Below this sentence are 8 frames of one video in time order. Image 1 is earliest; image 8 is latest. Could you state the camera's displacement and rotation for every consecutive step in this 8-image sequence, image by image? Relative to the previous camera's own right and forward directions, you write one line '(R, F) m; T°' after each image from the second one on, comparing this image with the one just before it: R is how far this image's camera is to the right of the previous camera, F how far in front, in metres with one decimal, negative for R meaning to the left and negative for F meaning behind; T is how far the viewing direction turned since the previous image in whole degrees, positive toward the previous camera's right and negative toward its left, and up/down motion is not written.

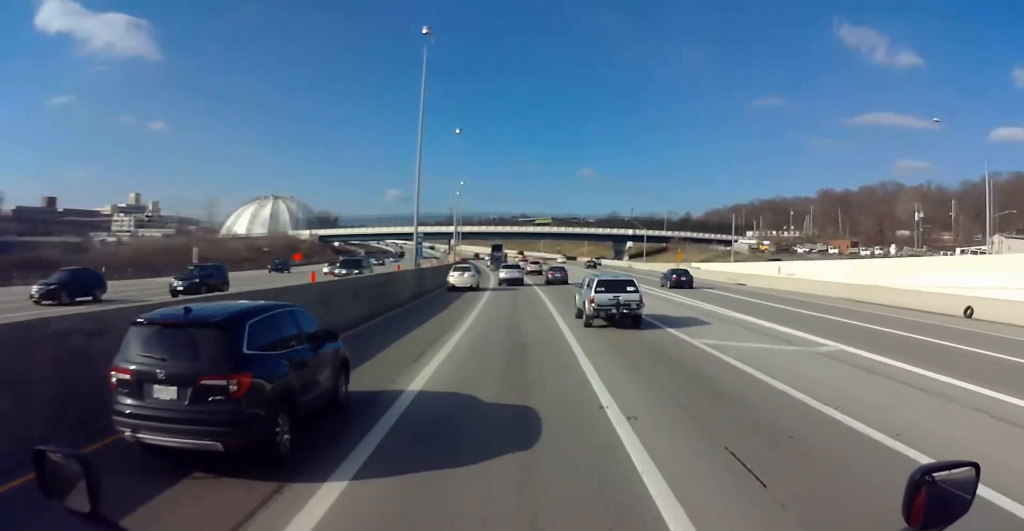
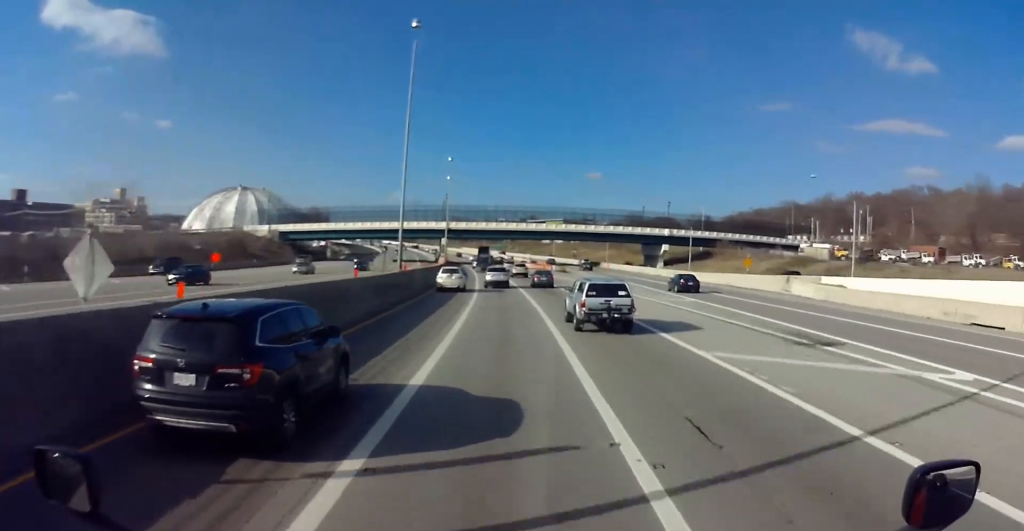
(-0.3, +39.1) m; 0°
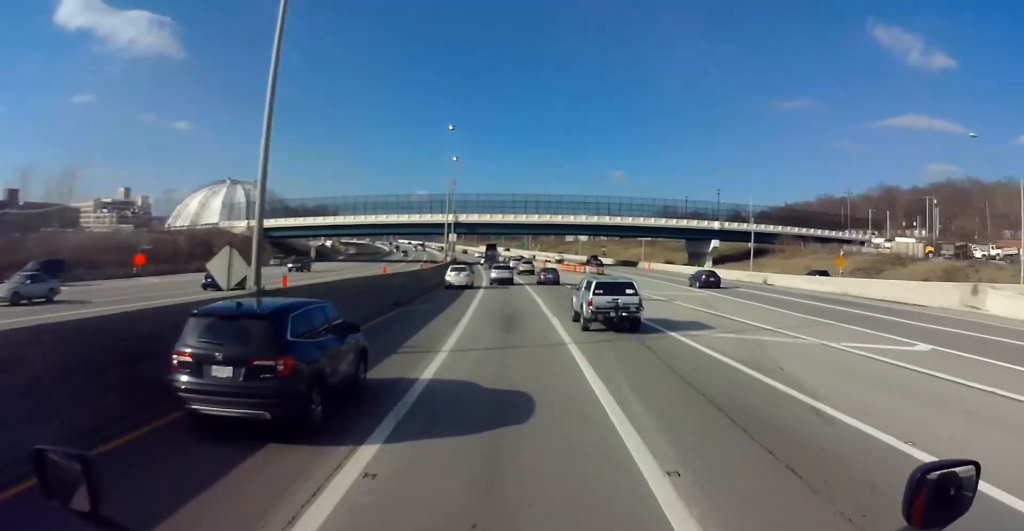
(0.0, +24.6) m; 0°
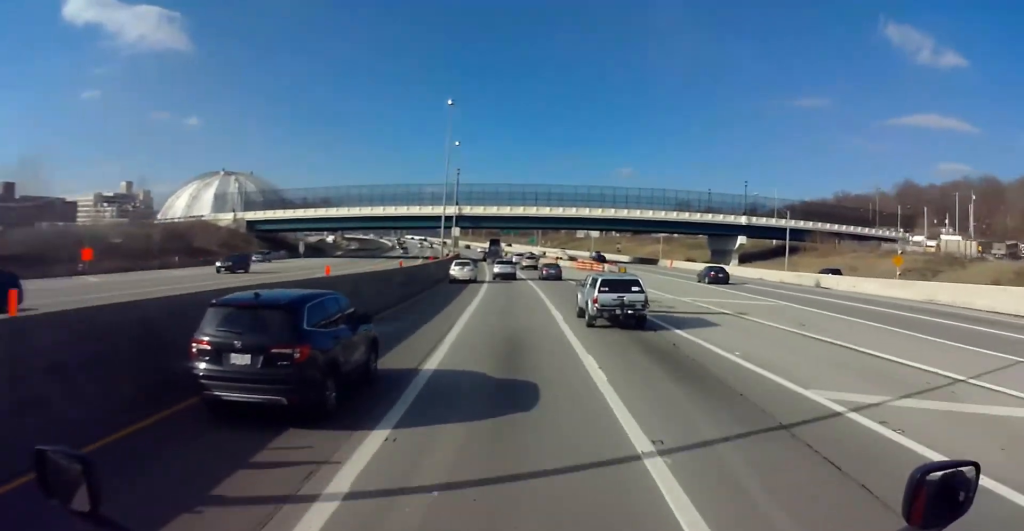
(0.0, +11.0) m; -1°
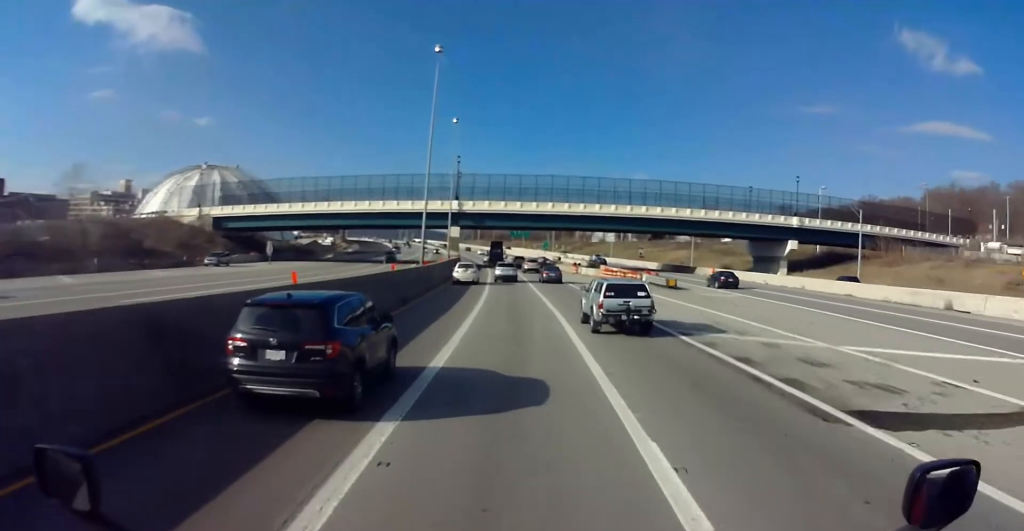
(0.0, +18.7) m; -1°
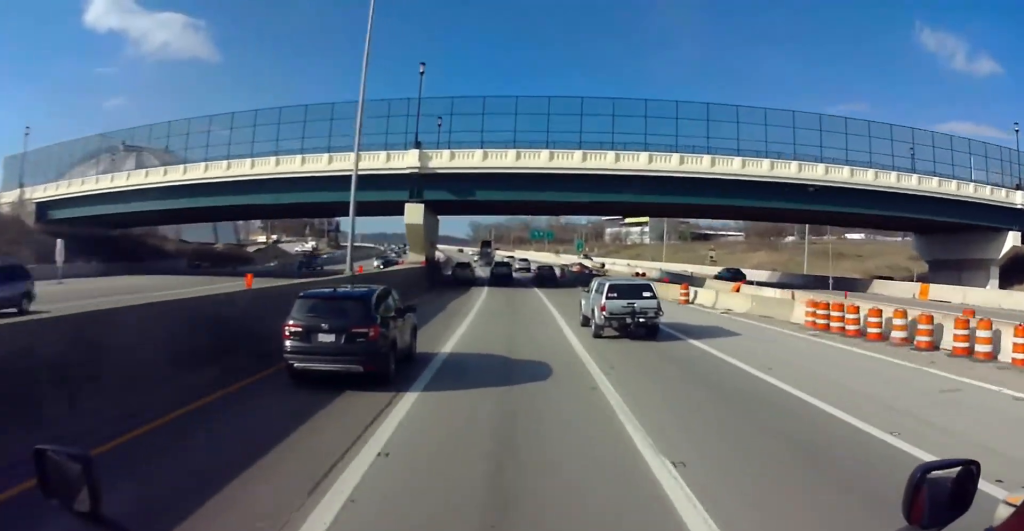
(-1.0, +48.2) m; -2°
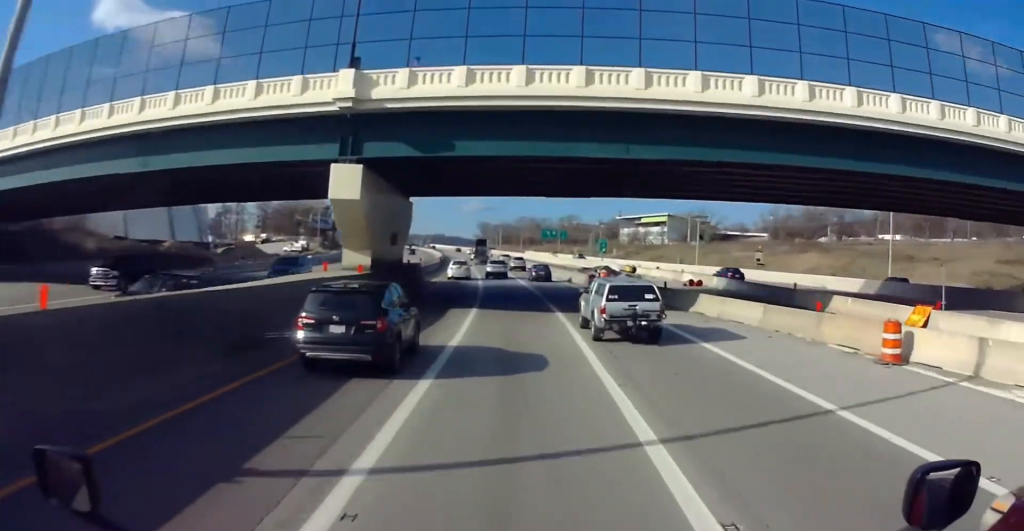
(-0.3, +20.3) m; -1°
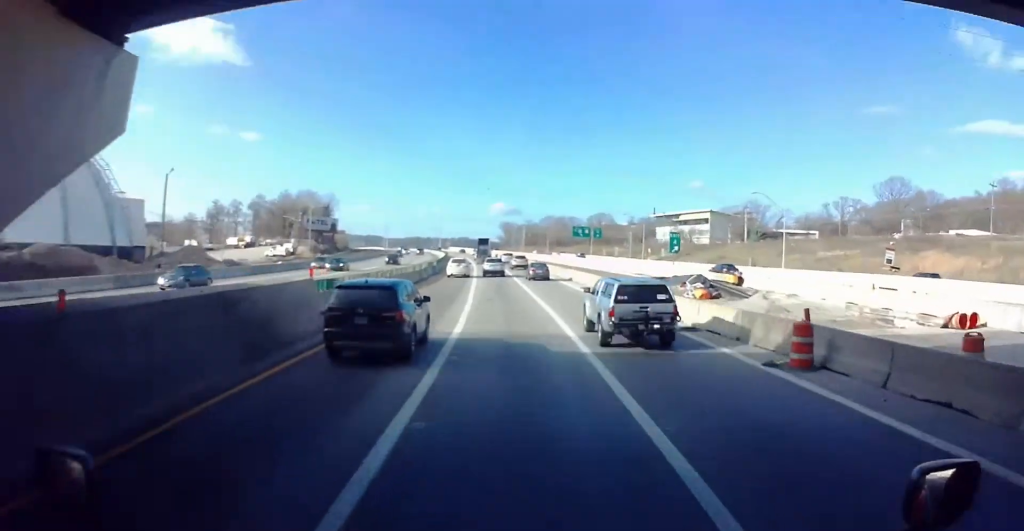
(-0.2, +33.8) m; -3°
